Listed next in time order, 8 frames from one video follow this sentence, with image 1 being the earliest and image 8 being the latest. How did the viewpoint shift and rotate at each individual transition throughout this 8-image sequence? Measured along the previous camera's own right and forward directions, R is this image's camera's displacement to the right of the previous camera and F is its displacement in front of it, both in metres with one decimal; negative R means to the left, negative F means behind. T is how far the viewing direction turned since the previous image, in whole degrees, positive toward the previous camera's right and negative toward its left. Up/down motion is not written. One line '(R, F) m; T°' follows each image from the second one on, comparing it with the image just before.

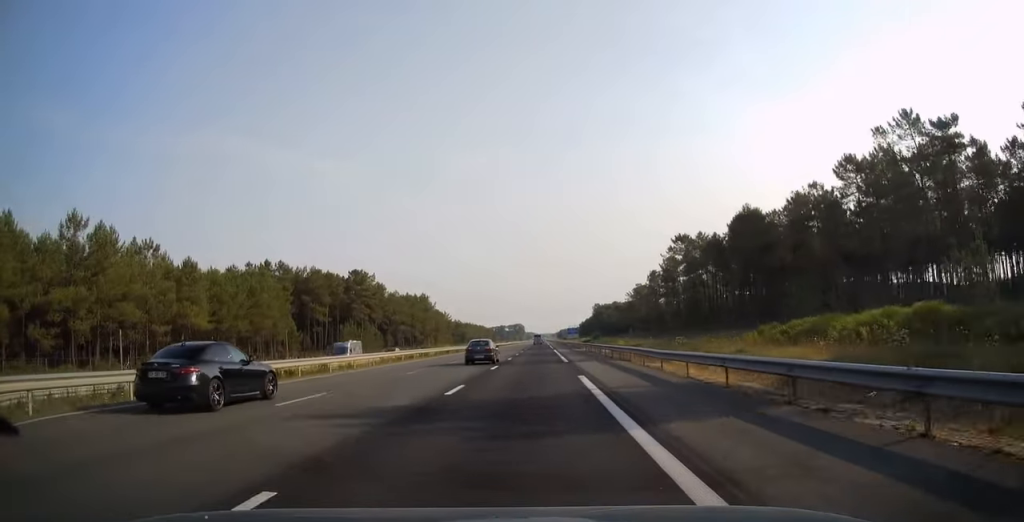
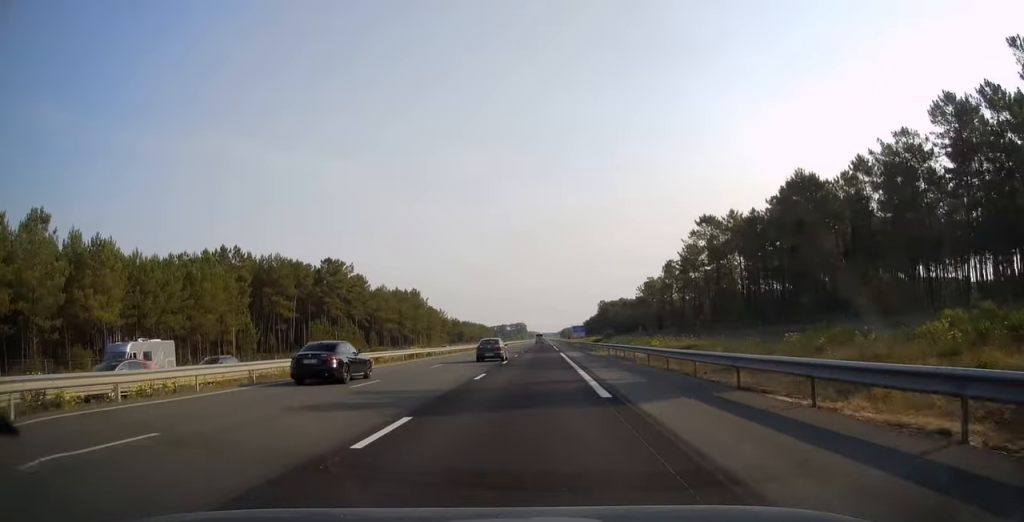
(0.0, +20.7) m; 0°
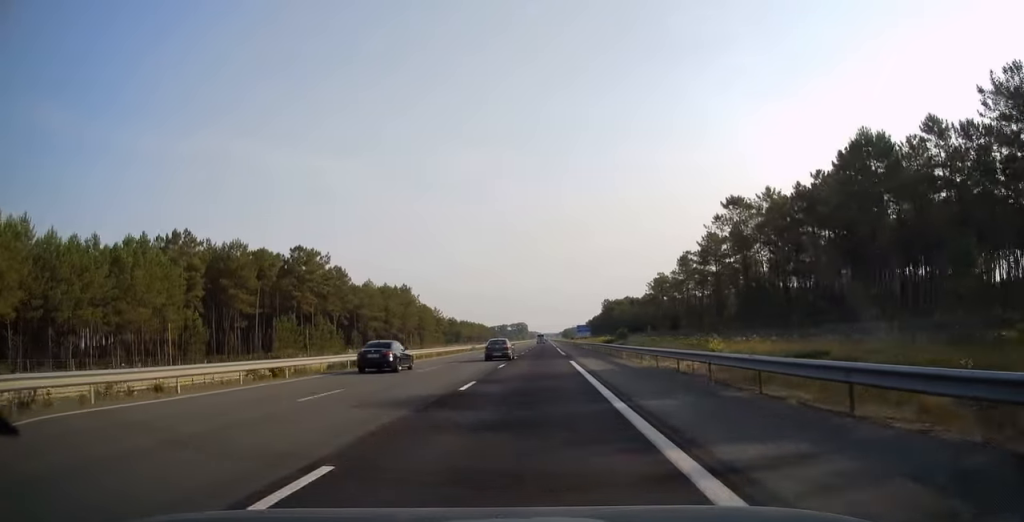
(0.0, +17.2) m; 0°
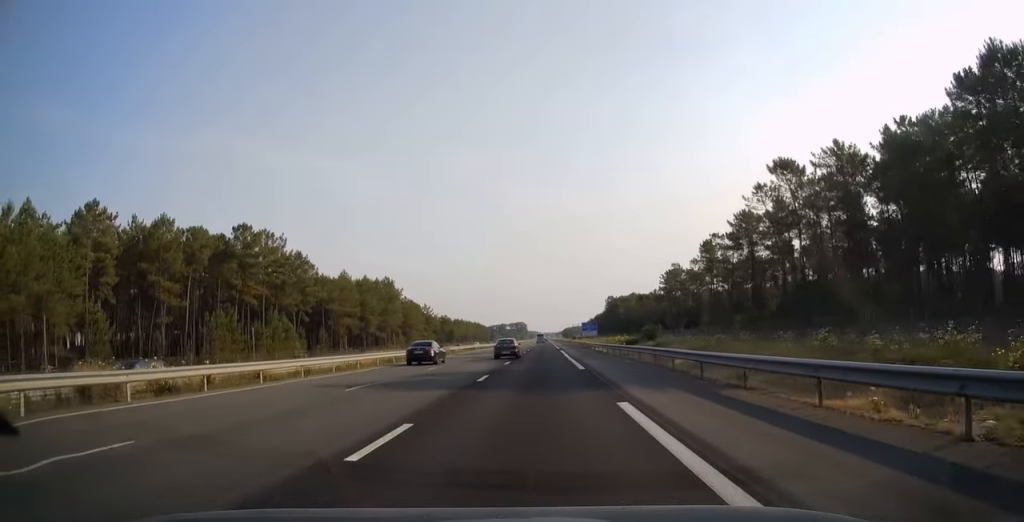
(0.0, +22.6) m; 0°
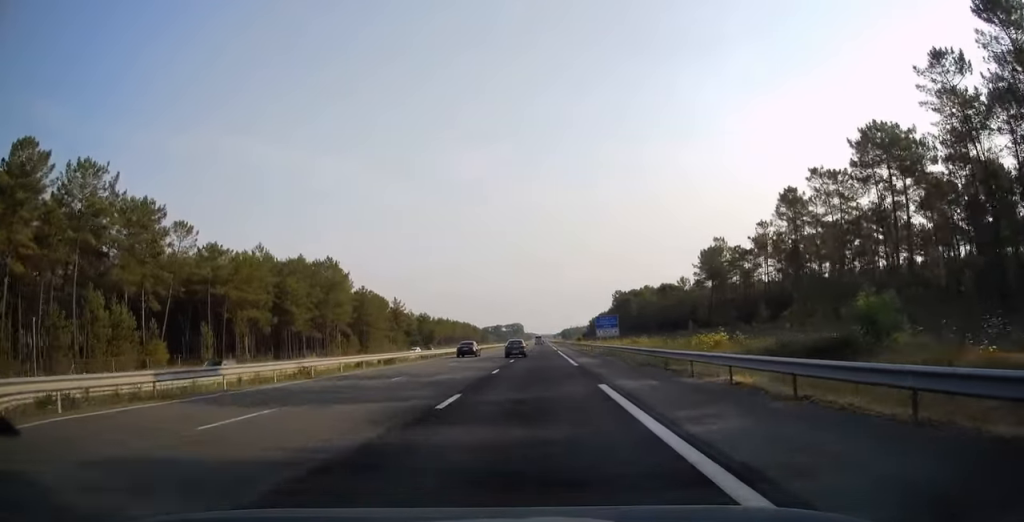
(+0.1, +46.7) m; 0°
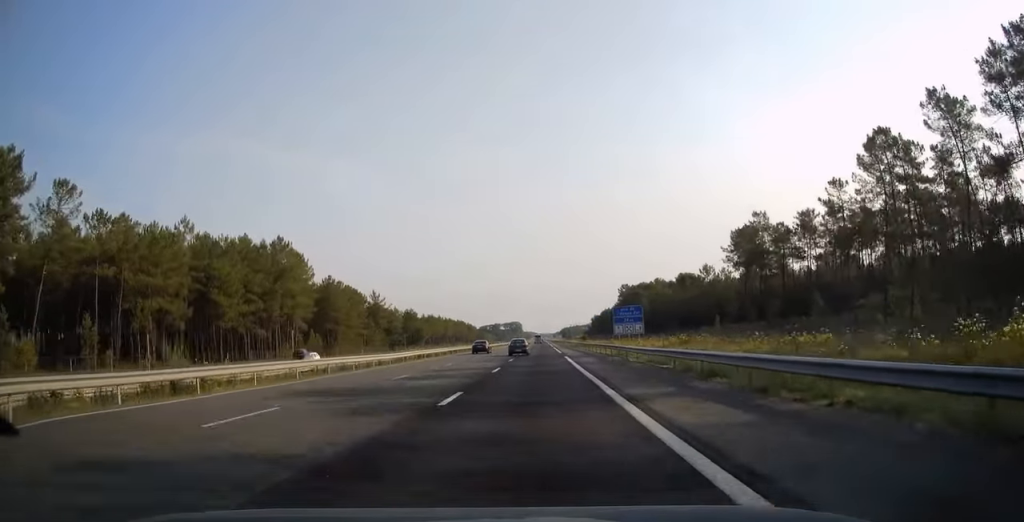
(-0.1, +25.6) m; 0°
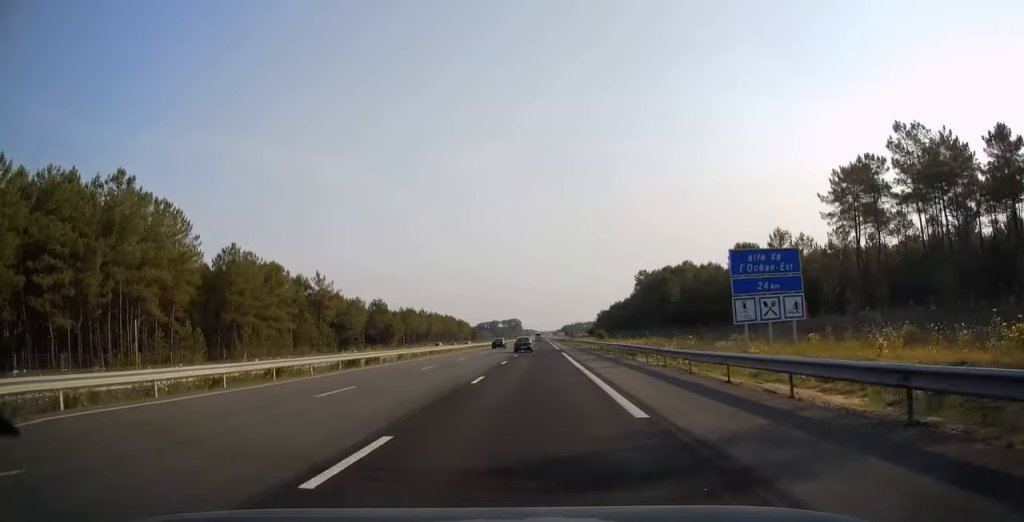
(+0.1, +46.2) m; 0°
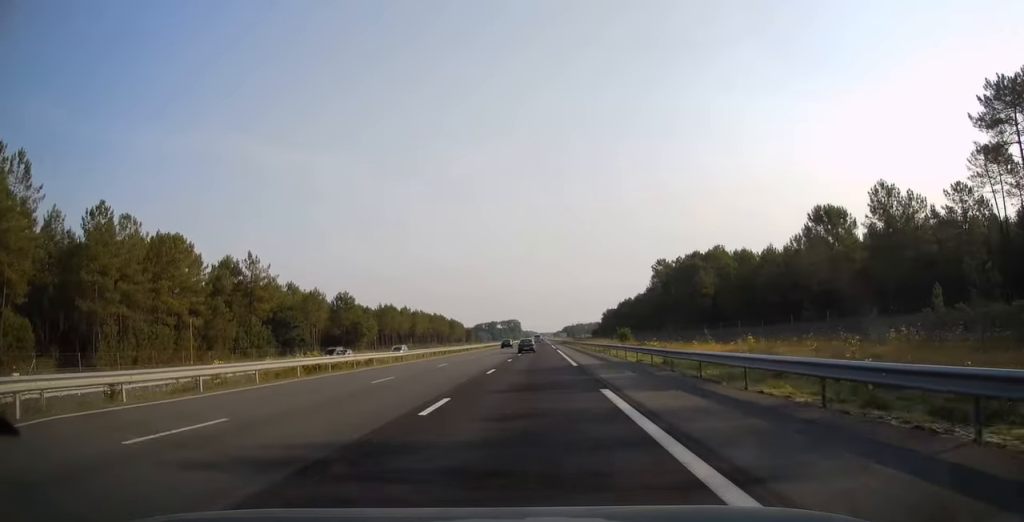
(-0.1, +33.4) m; 0°
